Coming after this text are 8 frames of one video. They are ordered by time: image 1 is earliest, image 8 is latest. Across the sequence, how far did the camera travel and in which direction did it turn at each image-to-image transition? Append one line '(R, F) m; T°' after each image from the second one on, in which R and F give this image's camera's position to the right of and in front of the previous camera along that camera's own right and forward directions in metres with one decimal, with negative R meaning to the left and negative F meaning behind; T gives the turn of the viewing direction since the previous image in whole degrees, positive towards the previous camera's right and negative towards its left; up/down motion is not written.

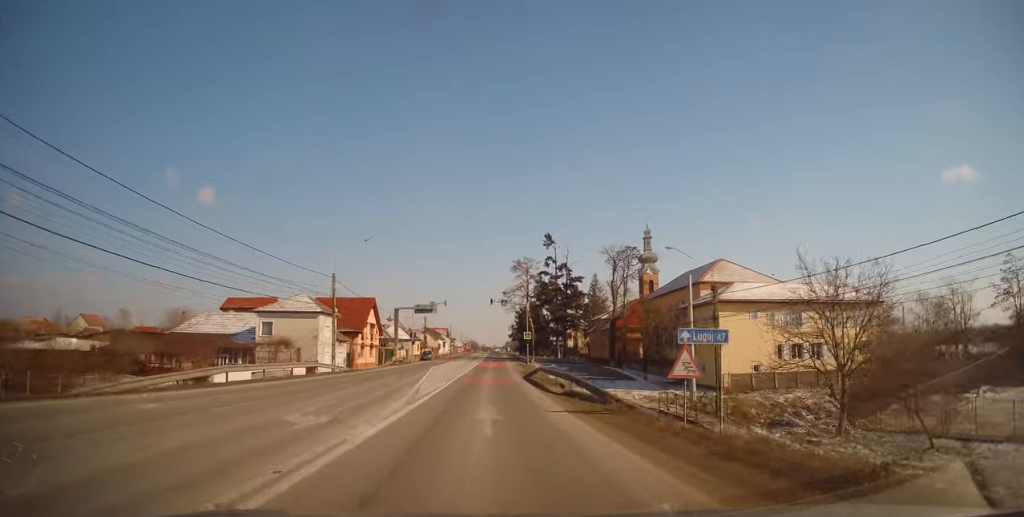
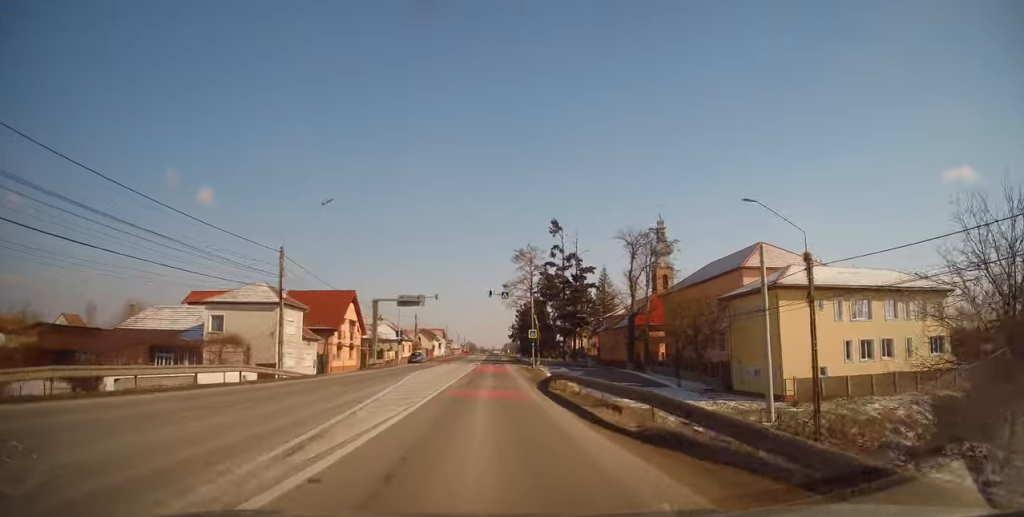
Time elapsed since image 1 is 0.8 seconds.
(+0.1, +10.6) m; +1°
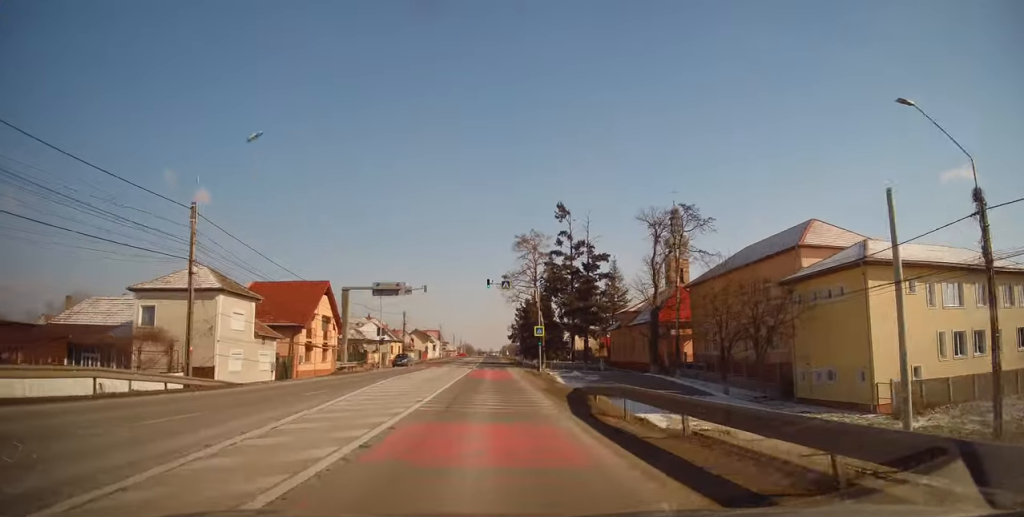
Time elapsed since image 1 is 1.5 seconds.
(+0.2, +10.0) m; +1°
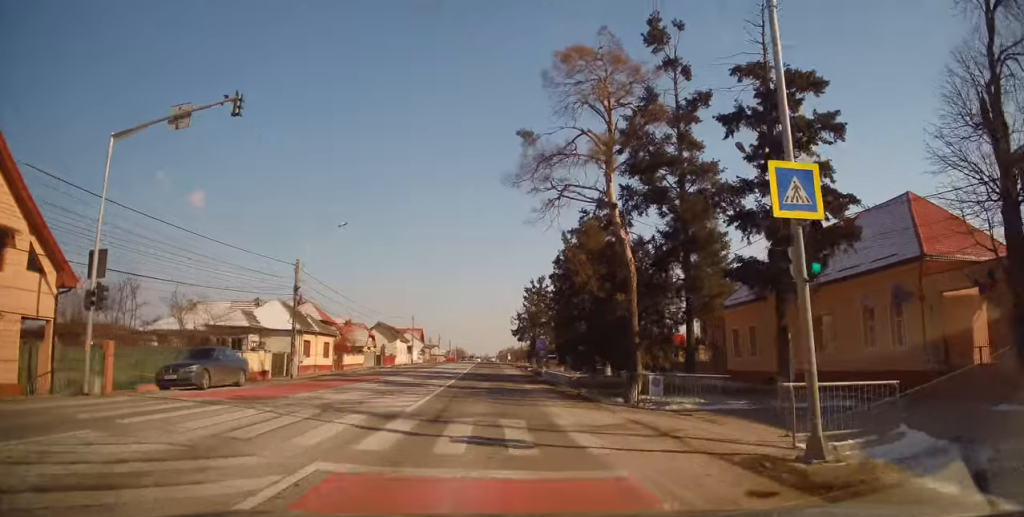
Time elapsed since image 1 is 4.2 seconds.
(+0.1, +41.7) m; 0°
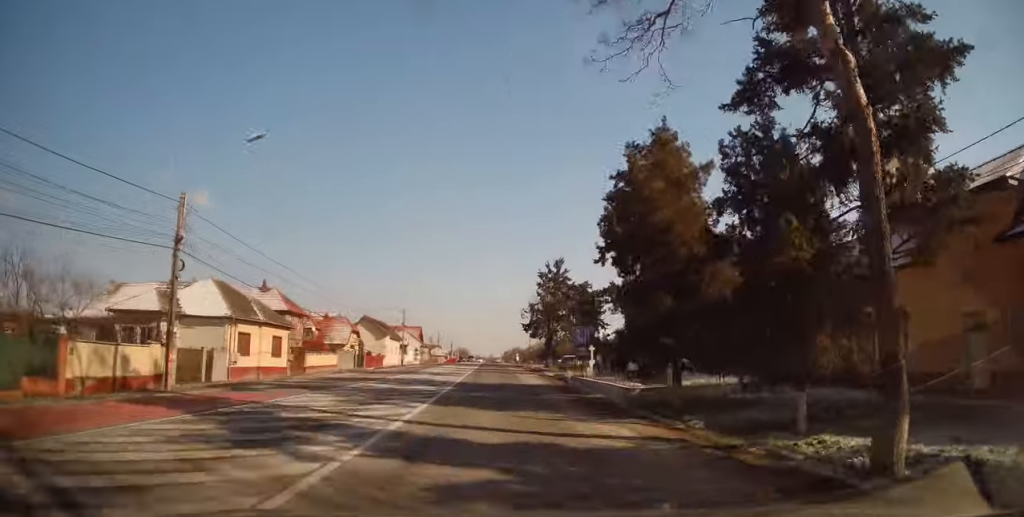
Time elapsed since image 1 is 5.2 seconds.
(0.0, +15.0) m; 0°
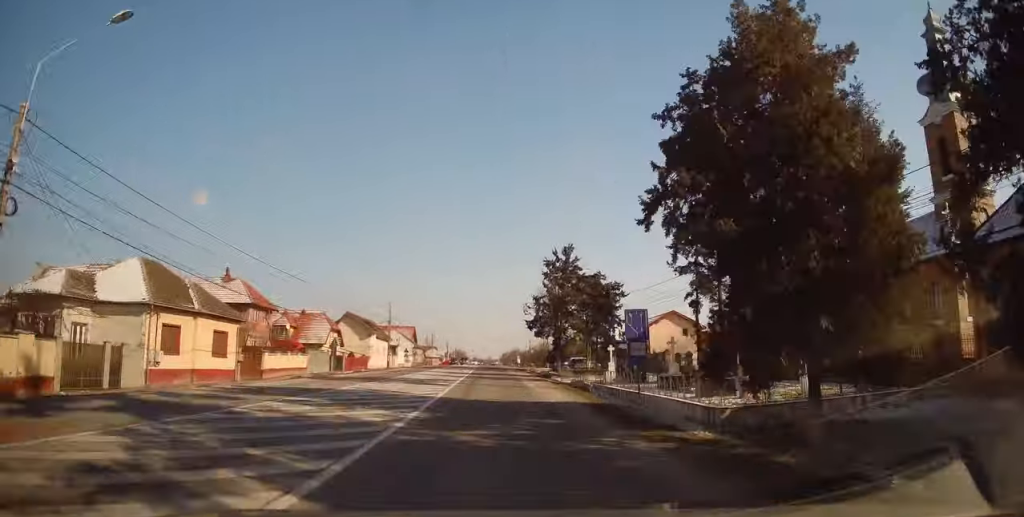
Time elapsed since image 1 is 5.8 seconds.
(0.0, +9.4) m; -1°
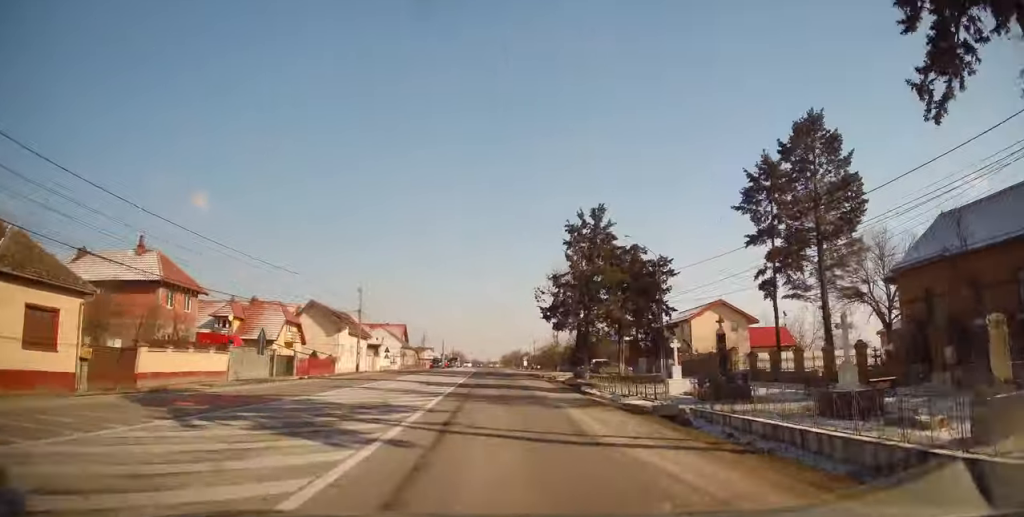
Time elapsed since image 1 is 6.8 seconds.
(-0.3, +15.7) m; -1°
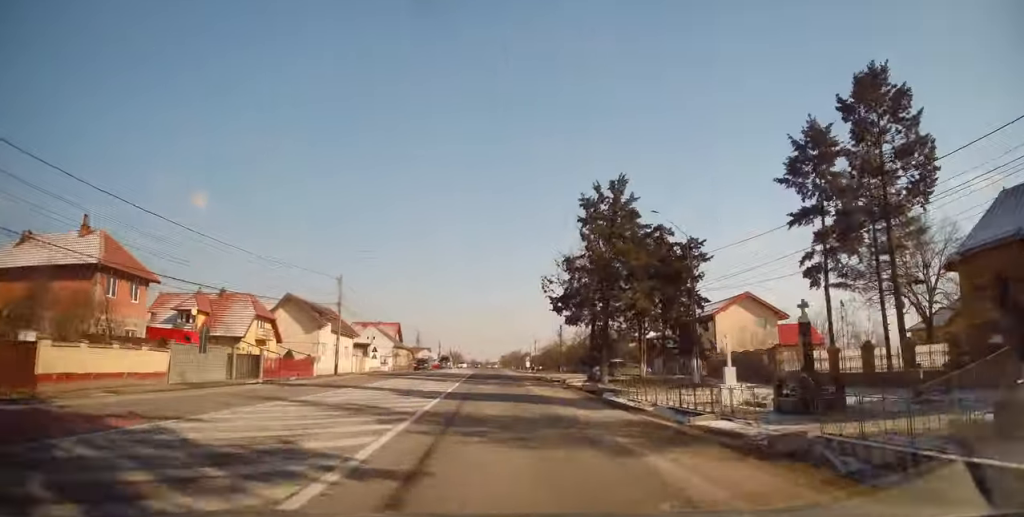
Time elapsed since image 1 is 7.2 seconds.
(-0.2, +6.9) m; 0°
